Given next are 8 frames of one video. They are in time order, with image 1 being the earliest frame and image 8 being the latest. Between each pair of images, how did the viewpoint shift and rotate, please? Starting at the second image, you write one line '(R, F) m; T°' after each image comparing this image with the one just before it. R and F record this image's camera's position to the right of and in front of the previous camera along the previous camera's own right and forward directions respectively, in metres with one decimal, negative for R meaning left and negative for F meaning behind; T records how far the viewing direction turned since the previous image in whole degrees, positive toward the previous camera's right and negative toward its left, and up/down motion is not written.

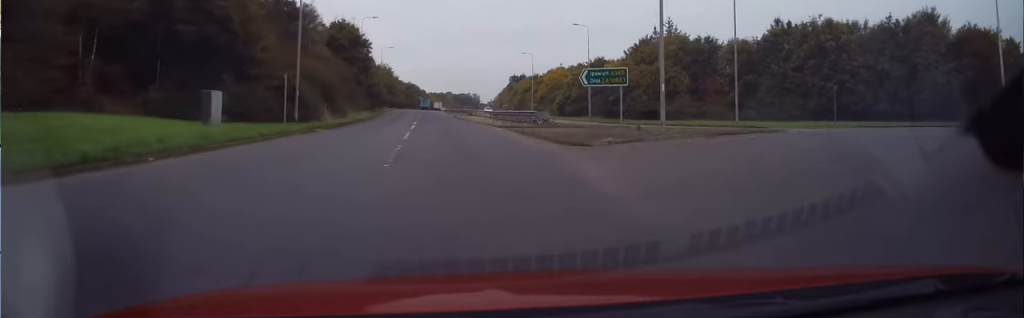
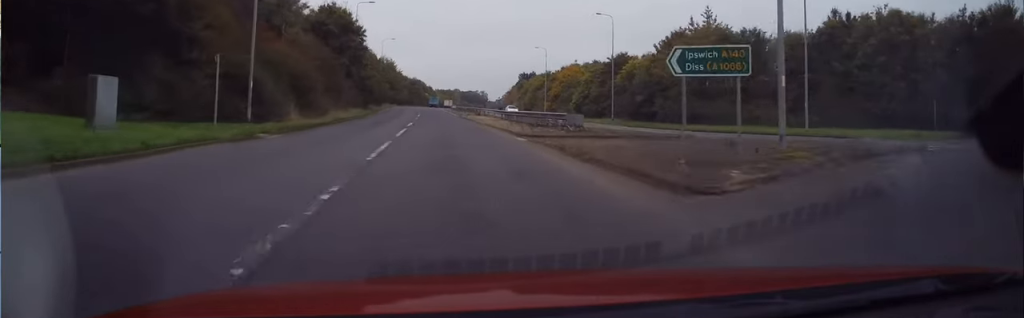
(-0.1, +8.2) m; -1°
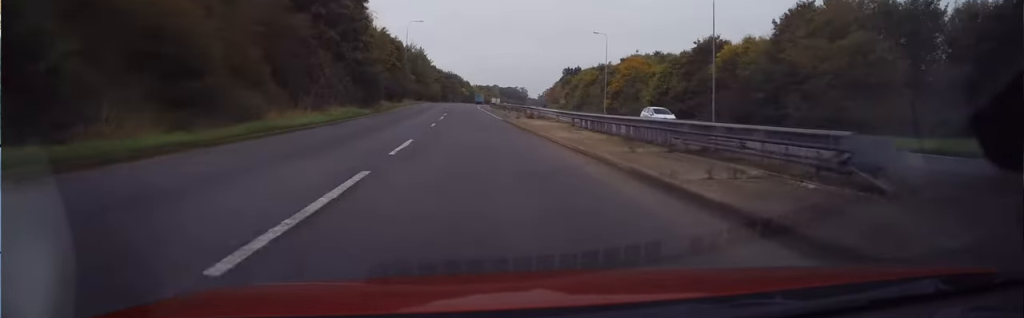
(-0.3, +17.4) m; -2°
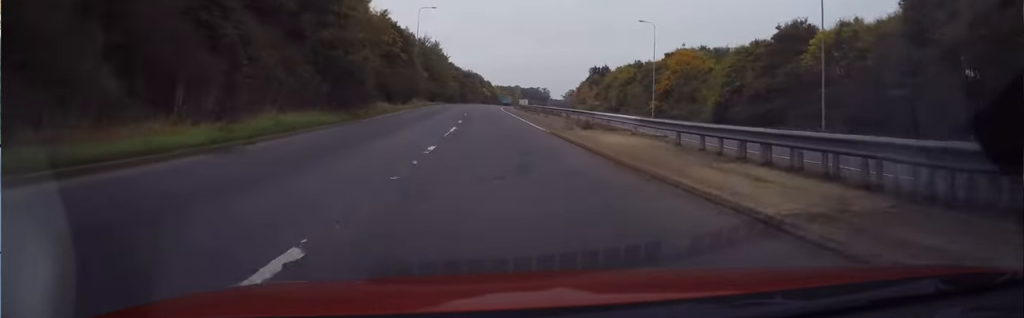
(-0.1, +12.8) m; 0°
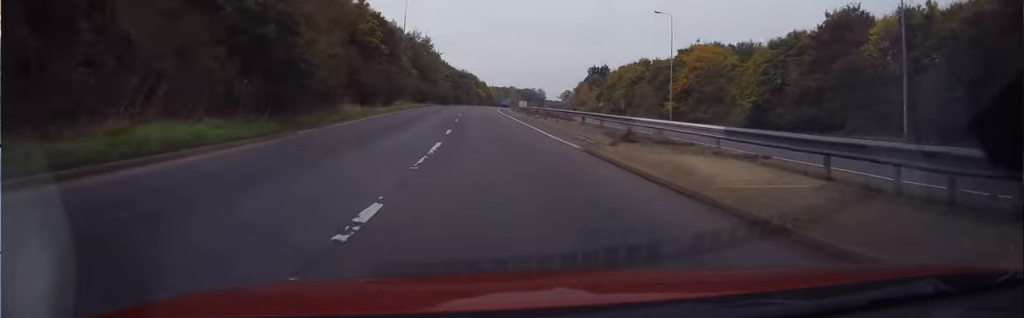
(0.0, +8.2) m; 0°
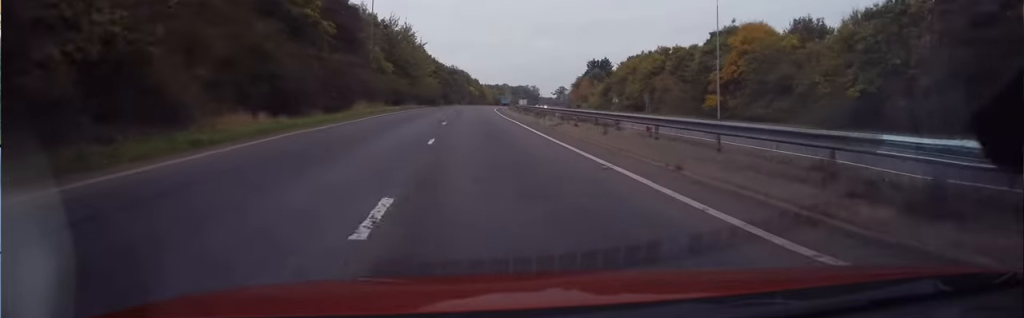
(0.0, +13.3) m; 0°
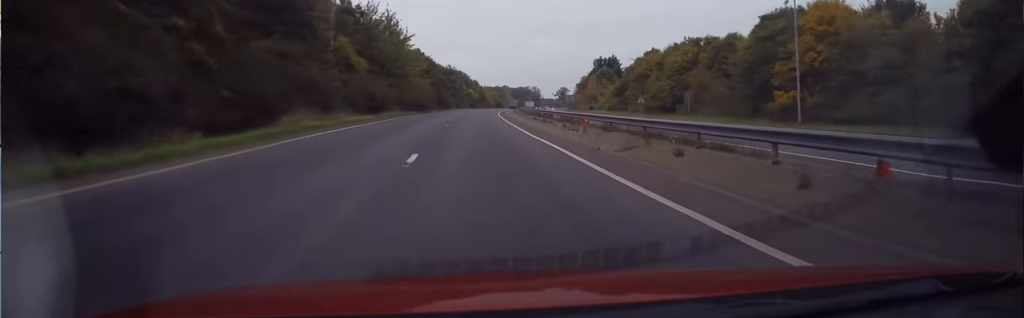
(+0.1, +12.9) m; 0°
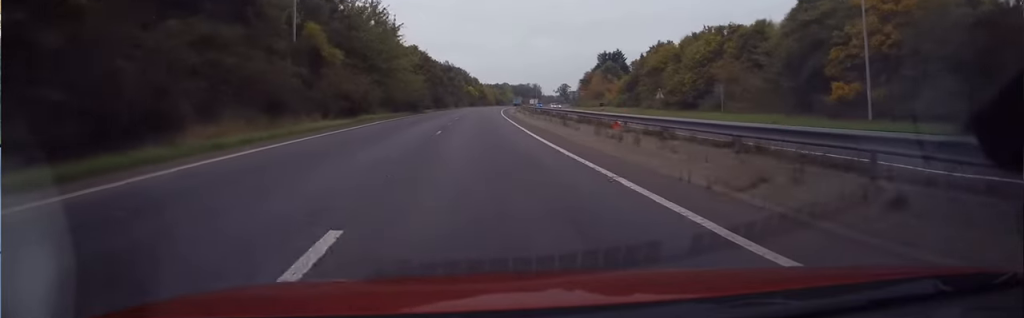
(0.0, +6.7) m; 0°
